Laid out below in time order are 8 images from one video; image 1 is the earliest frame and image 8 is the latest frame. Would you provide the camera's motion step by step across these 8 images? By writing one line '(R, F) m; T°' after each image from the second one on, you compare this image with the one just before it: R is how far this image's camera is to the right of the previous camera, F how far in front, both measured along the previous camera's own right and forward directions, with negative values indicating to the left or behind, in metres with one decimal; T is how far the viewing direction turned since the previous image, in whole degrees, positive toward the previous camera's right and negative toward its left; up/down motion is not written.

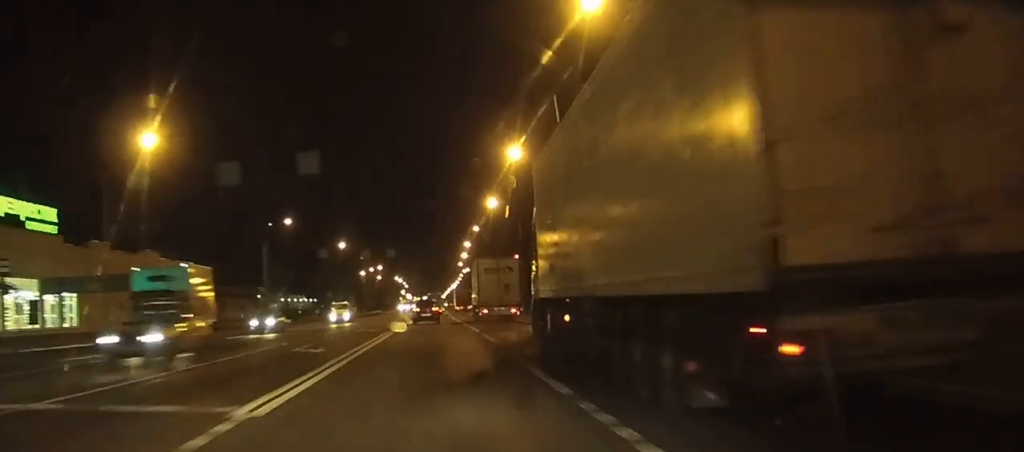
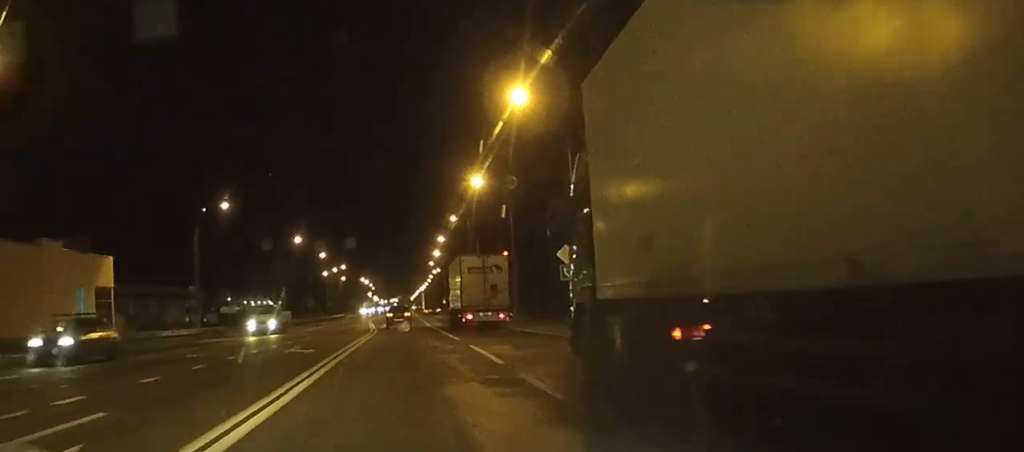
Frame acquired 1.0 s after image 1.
(+0.2, +16.8) m; +1°
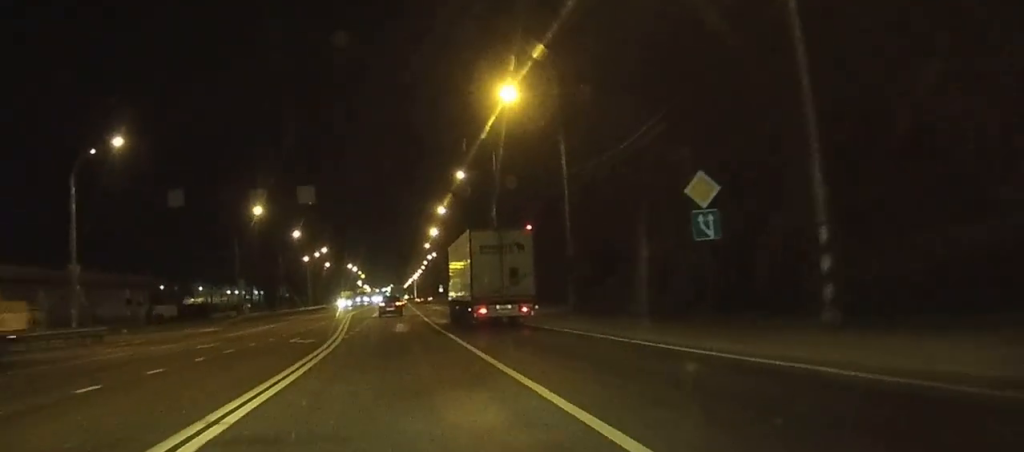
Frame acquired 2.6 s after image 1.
(+0.3, +26.8) m; 0°
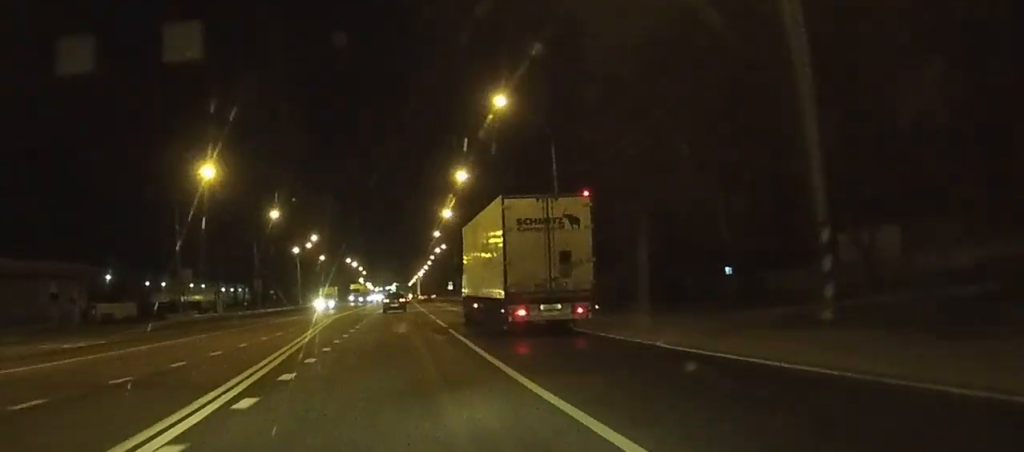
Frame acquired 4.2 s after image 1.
(-0.2, +26.5) m; -1°
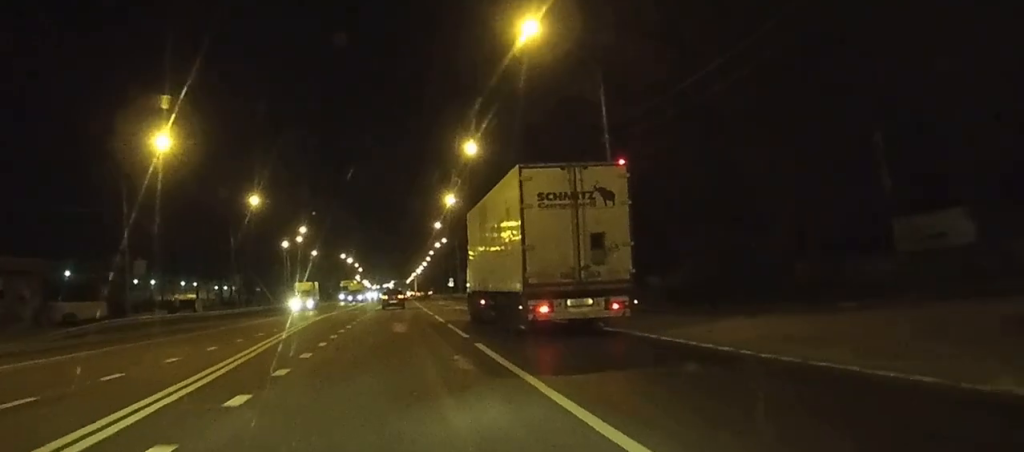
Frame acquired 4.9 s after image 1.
(0.0, +12.2) m; 0°
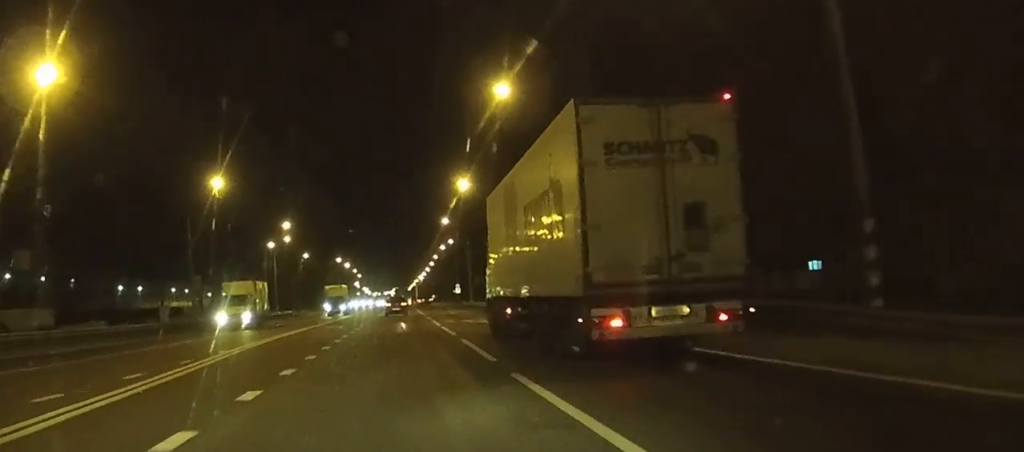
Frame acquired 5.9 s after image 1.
(-0.2, +18.6) m; 0°
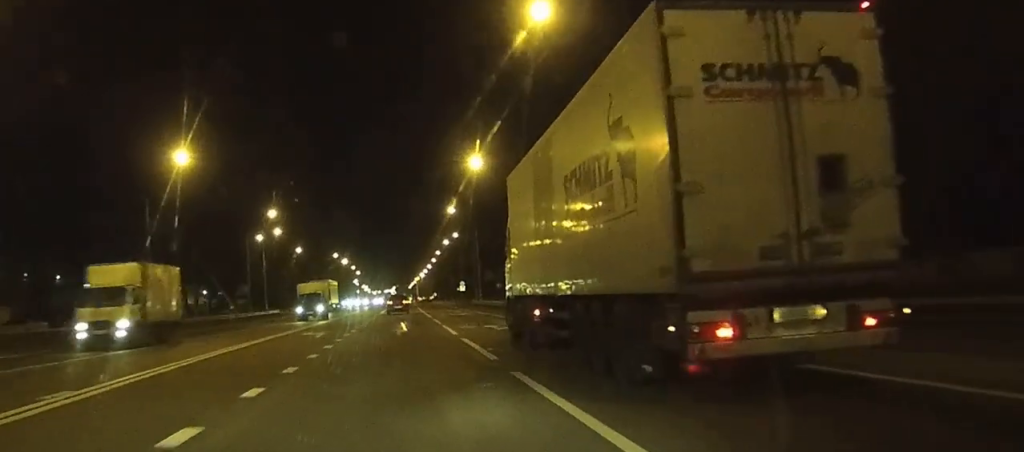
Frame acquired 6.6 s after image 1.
(0.0, +11.6) m; 0°
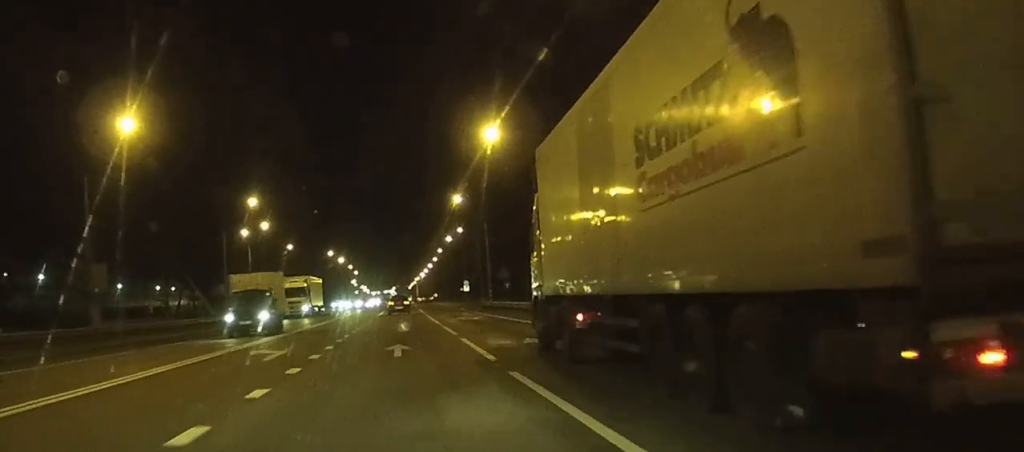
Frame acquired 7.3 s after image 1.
(0.0, +11.6) m; 0°
